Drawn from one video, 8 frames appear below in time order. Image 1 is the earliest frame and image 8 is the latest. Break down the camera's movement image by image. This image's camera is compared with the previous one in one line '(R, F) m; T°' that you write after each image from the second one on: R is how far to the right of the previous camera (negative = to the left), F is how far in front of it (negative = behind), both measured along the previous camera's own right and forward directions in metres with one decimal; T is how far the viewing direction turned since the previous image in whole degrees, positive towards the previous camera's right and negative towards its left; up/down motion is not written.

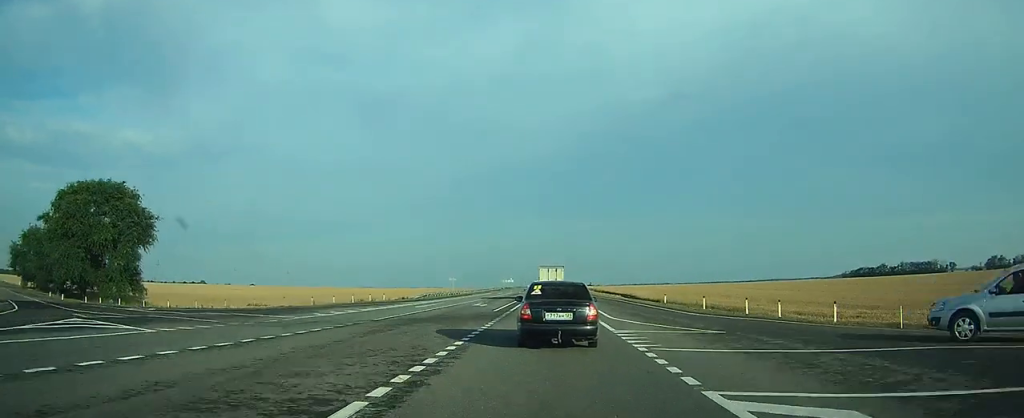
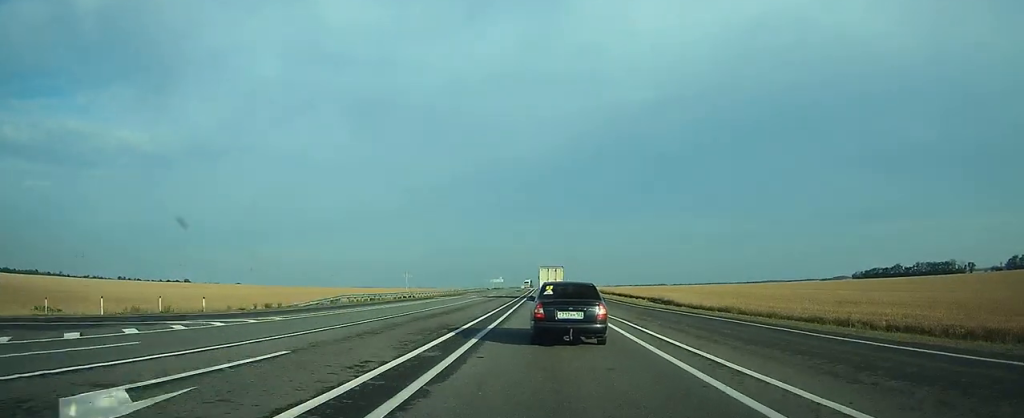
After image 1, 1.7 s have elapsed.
(+0.1, +27.2) m; 0°
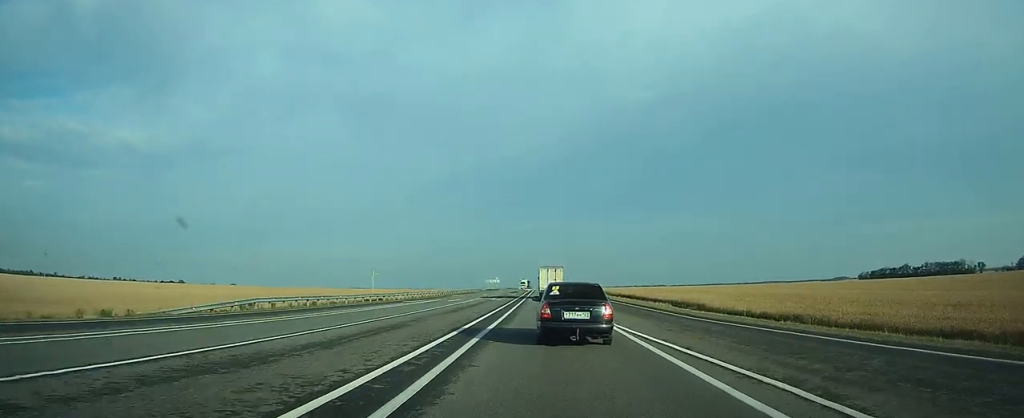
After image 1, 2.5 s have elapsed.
(0.0, +13.4) m; 0°
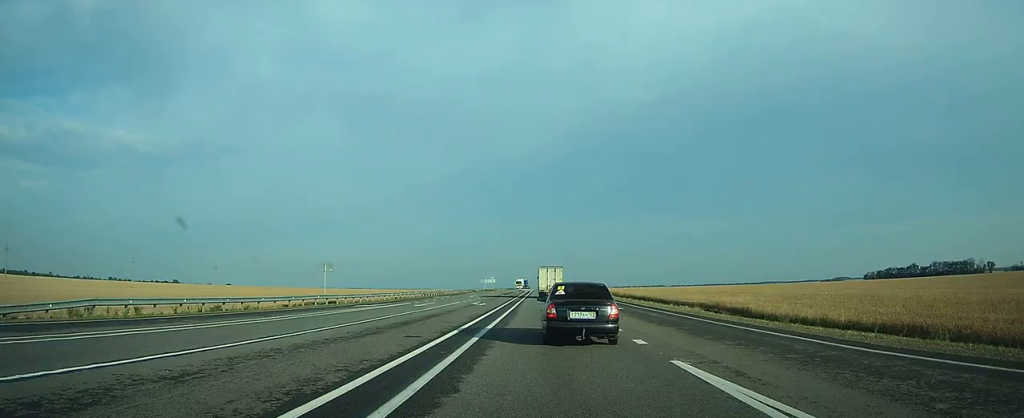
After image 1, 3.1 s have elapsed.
(0.0, +13.5) m; 0°
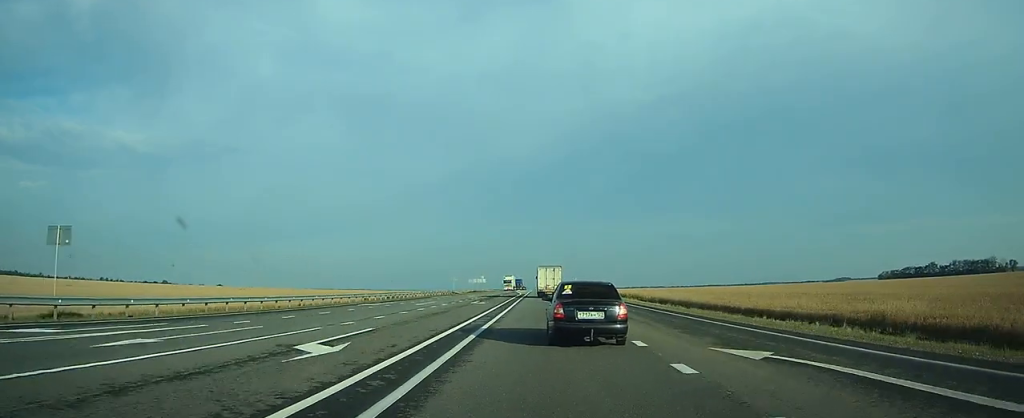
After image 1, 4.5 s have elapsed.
(0.0, +32.0) m; 0°
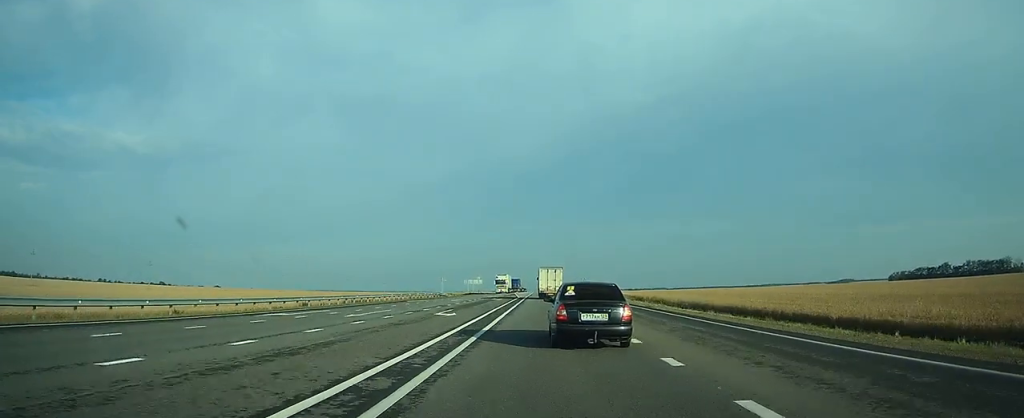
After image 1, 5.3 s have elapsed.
(0.0, +17.4) m; 0°
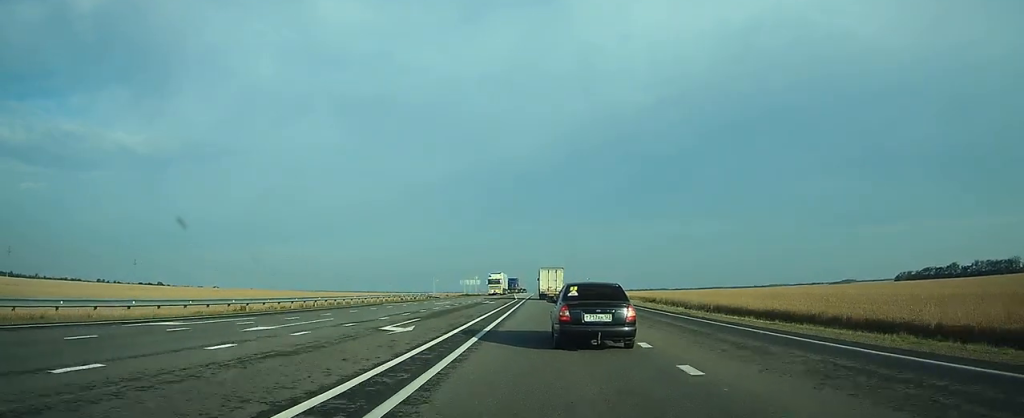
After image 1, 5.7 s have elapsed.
(0.0, +10.3) m; 0°
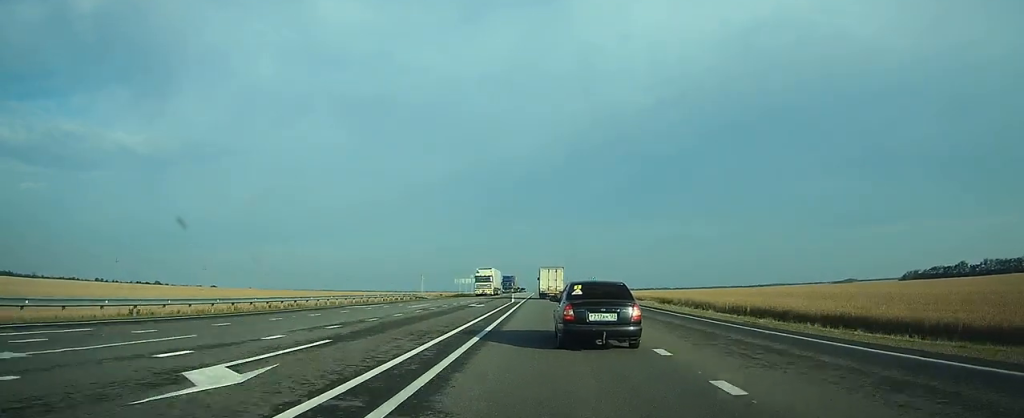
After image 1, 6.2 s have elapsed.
(0.0, +11.0) m; 0°
